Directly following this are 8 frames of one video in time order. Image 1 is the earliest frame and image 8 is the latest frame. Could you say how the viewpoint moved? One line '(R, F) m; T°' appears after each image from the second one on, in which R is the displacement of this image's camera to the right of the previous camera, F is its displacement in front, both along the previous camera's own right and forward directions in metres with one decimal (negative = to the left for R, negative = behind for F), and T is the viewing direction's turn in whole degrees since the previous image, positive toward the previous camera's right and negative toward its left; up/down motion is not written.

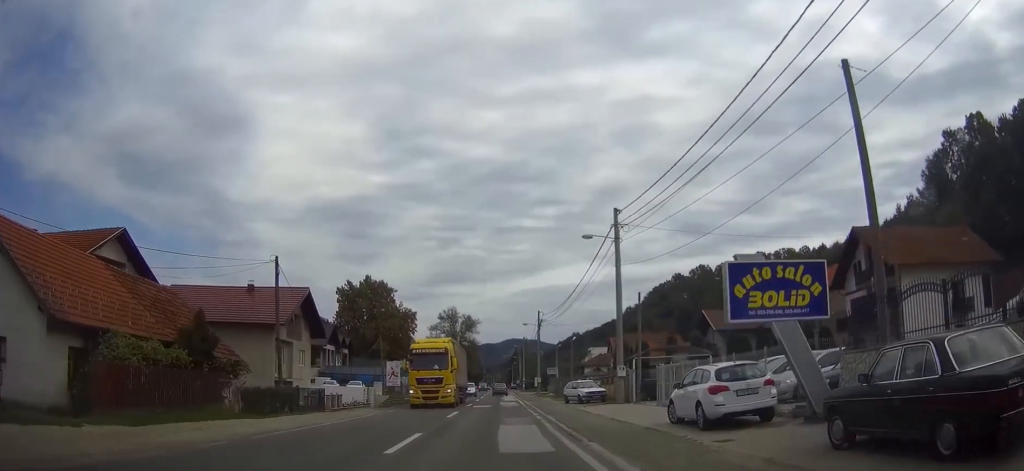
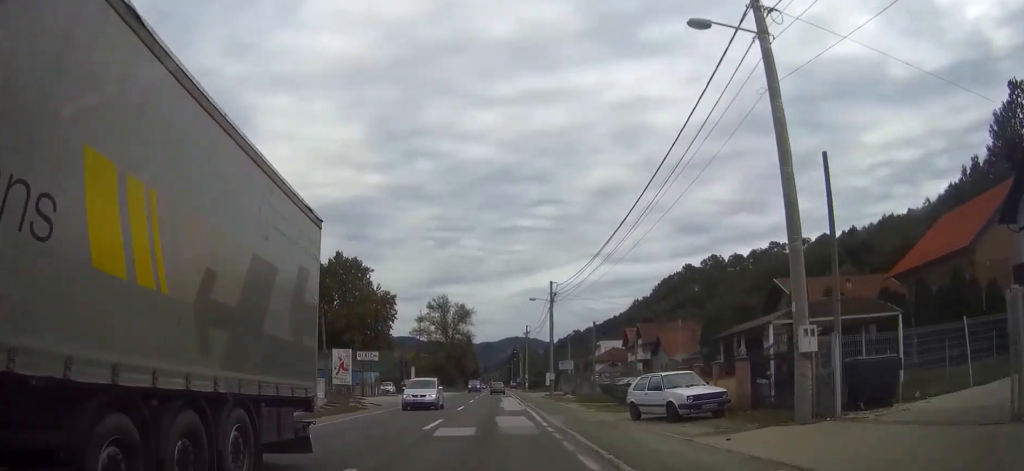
(0.0, +23.2) m; 0°
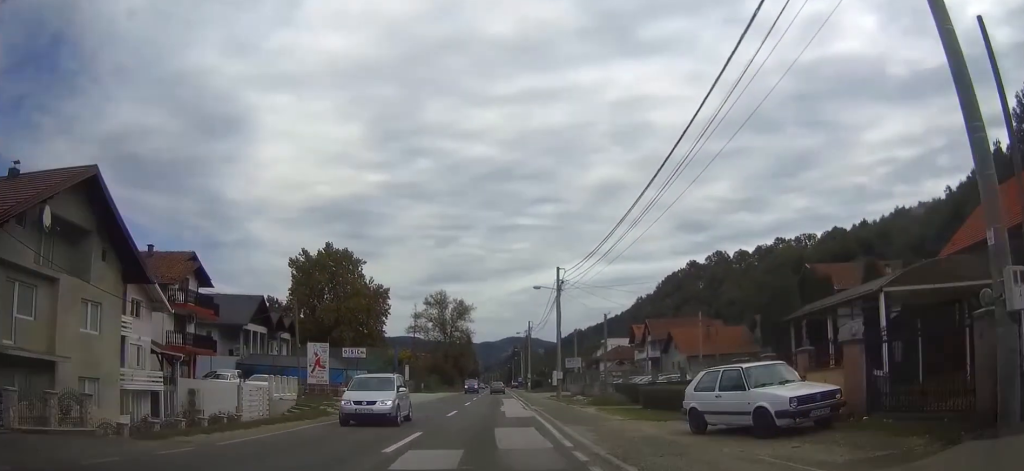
(0.0, +6.9) m; 0°
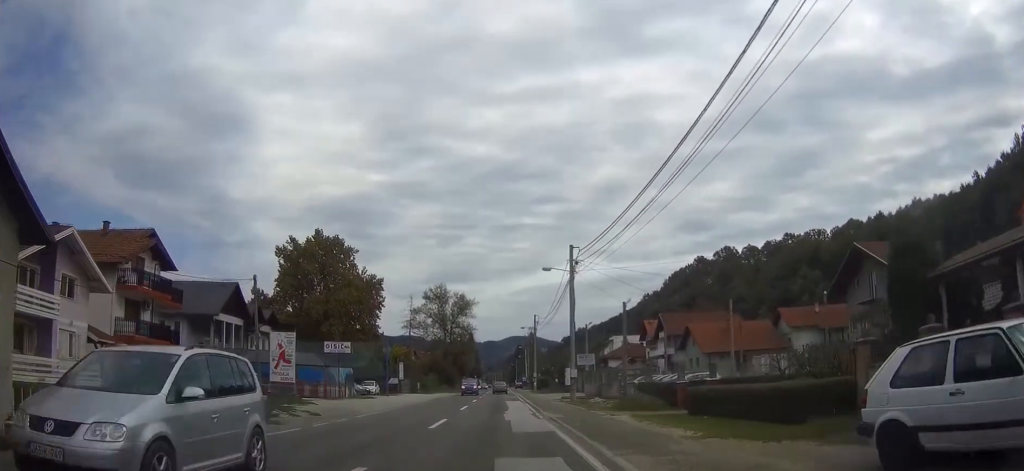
(0.0, +7.9) m; 0°
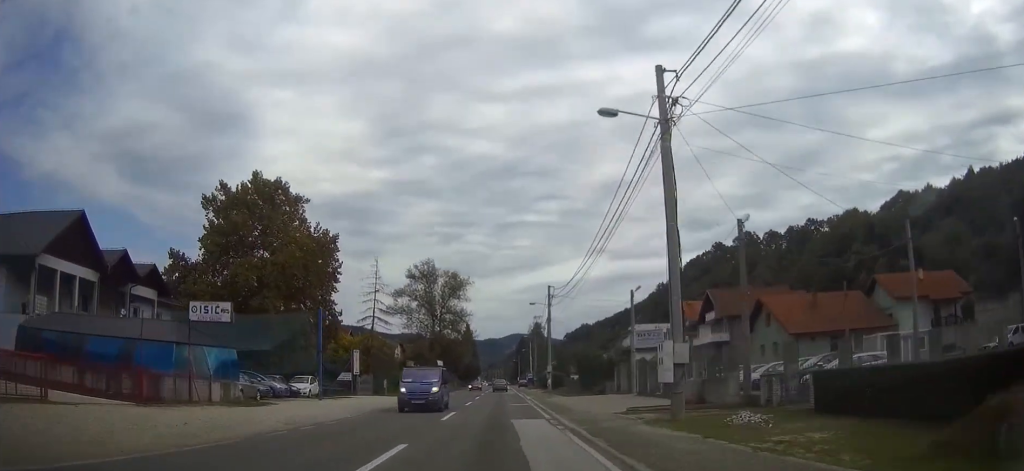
(0.0, +26.0) m; 0°
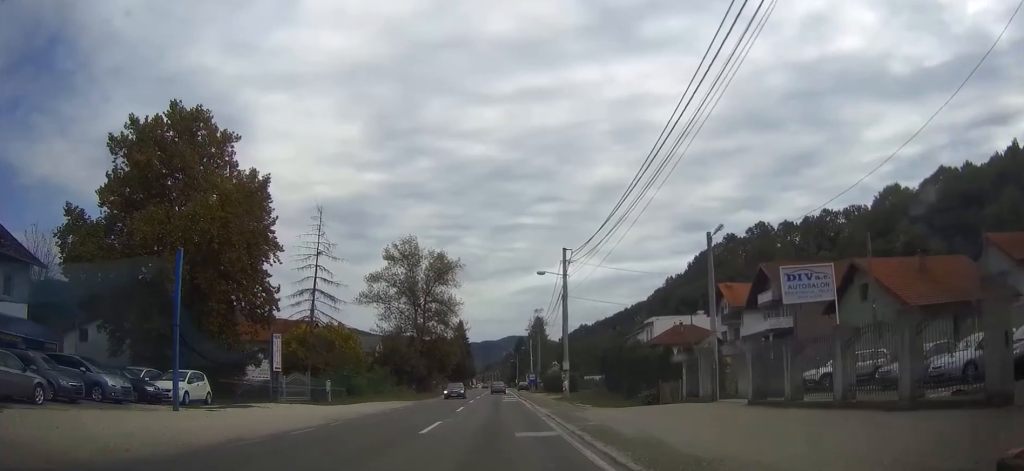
(0.0, +19.6) m; 0°
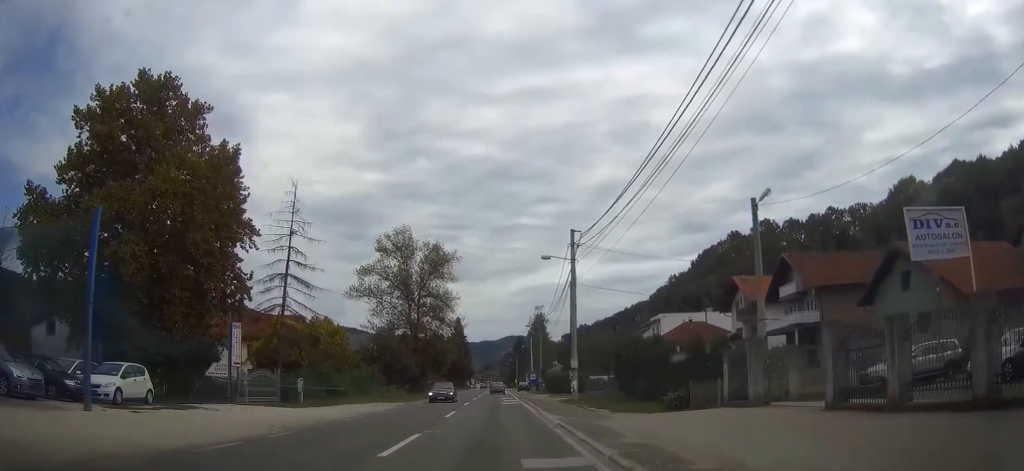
(0.0, +6.3) m; 0°
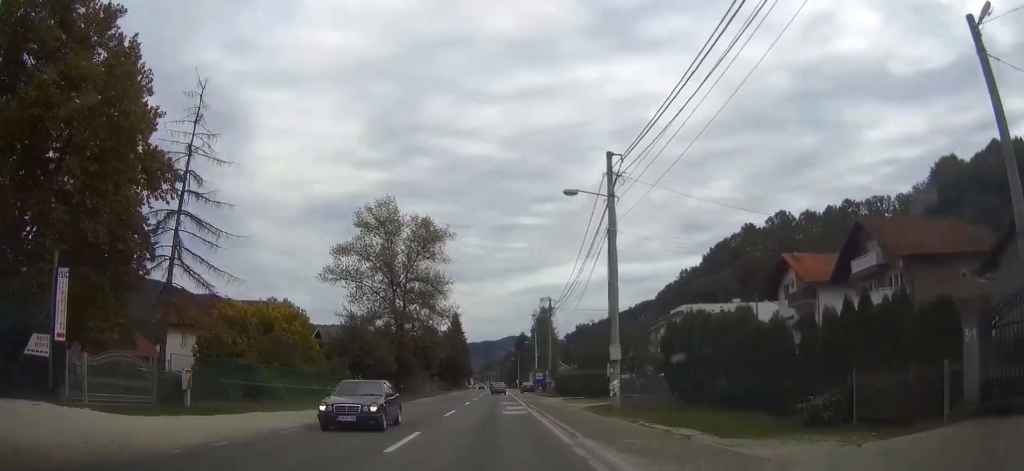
(0.0, +13.6) m; 0°
